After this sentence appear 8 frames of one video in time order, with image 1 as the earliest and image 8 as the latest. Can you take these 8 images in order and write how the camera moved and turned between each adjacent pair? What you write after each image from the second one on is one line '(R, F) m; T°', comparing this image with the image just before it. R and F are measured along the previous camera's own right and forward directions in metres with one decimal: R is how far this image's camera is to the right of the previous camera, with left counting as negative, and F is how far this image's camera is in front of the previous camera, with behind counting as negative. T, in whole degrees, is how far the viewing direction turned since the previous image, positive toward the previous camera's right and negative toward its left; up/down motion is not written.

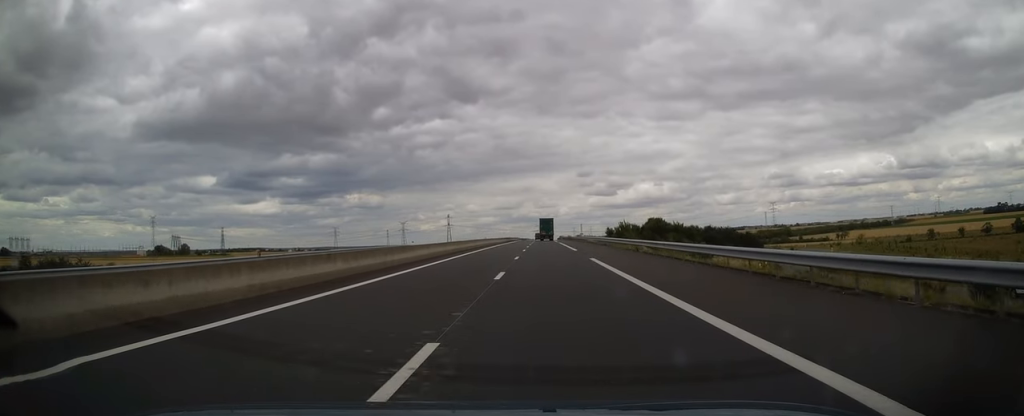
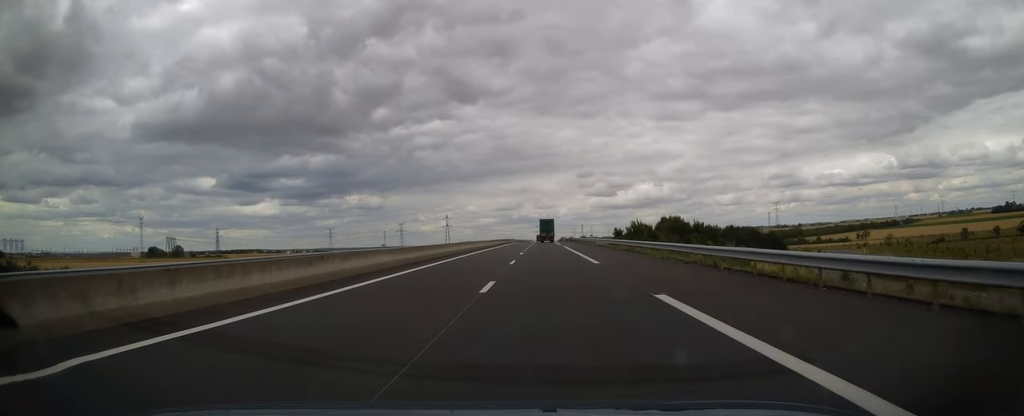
(+0.2, +16.5) m; 0°
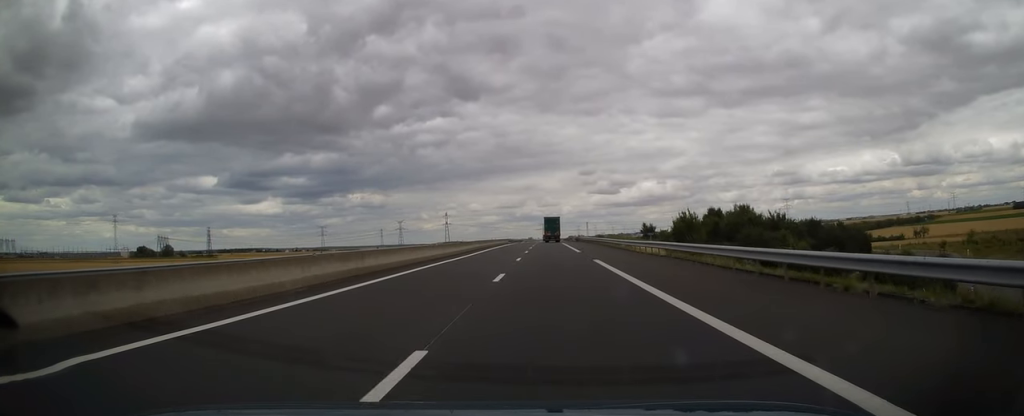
(-0.5, +35.9) m; -1°
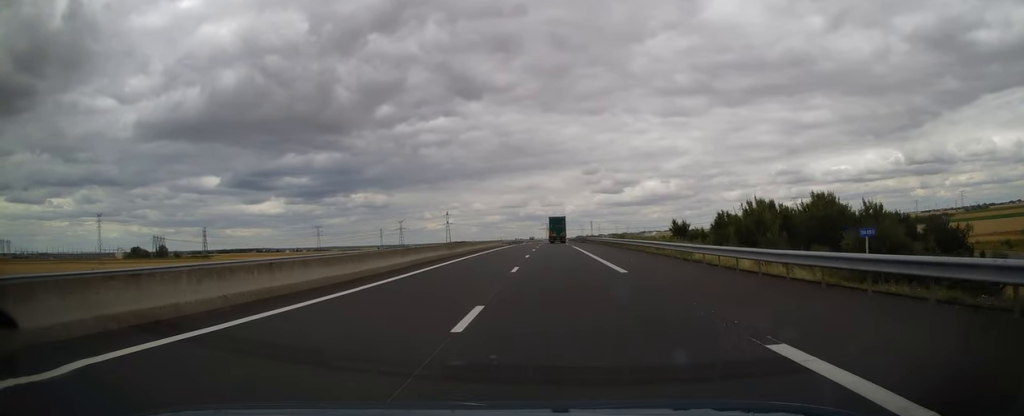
(0.0, +21.6) m; 0°
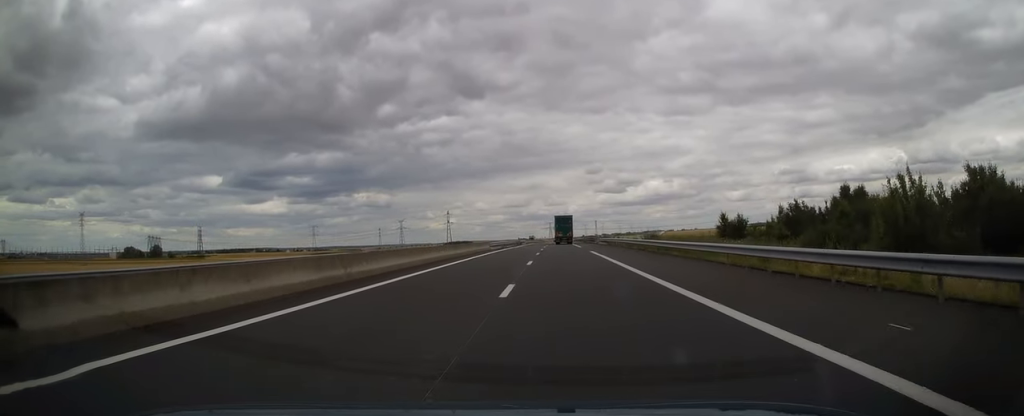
(0.0, +21.7) m; 0°
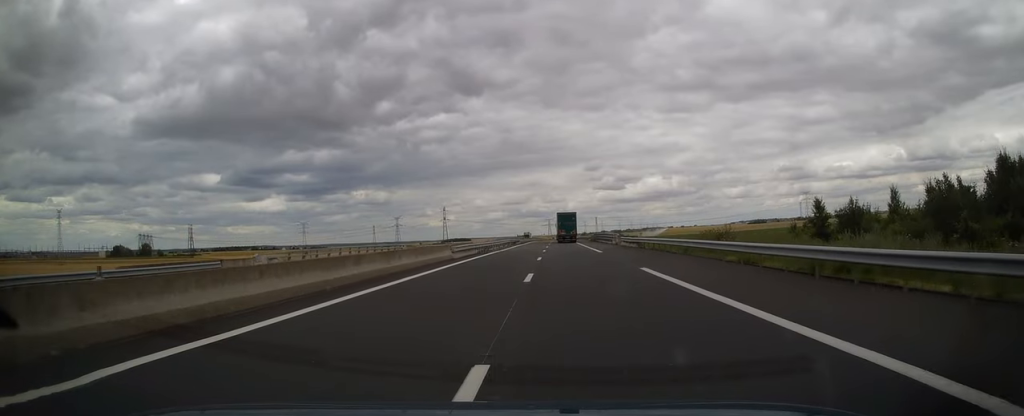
(0.0, +22.4) m; 0°
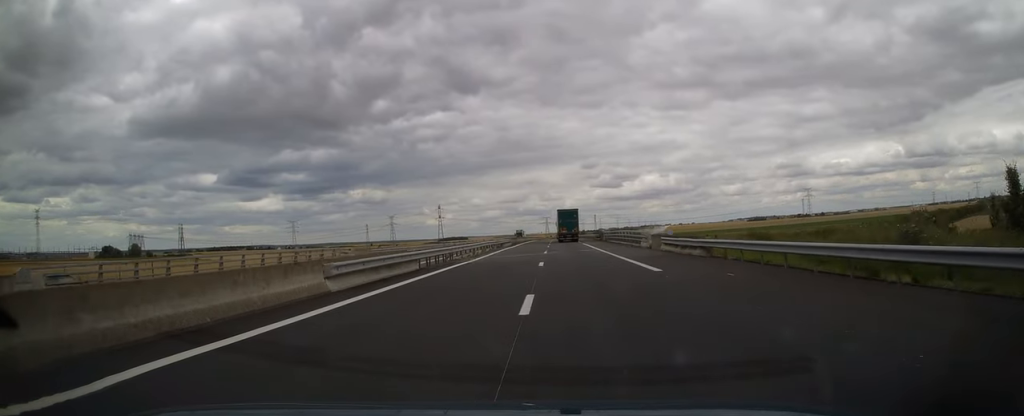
(0.0, +19.3) m; 0°
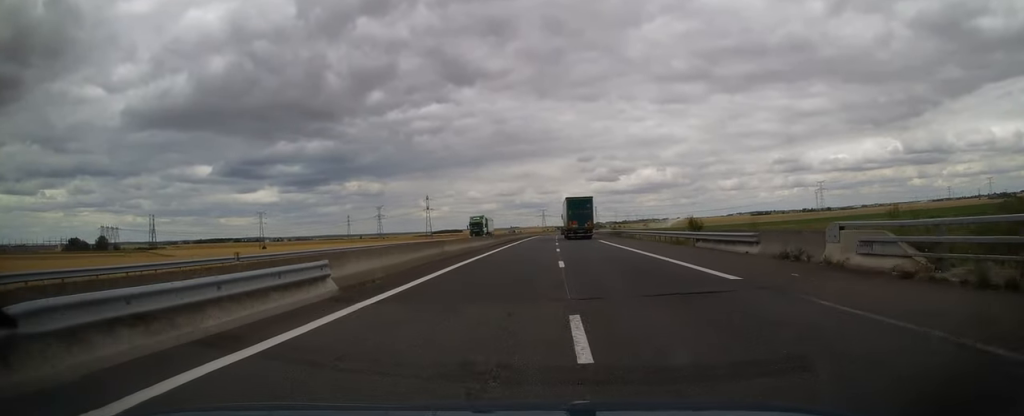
(+0.7, +61.8) m; +1°
